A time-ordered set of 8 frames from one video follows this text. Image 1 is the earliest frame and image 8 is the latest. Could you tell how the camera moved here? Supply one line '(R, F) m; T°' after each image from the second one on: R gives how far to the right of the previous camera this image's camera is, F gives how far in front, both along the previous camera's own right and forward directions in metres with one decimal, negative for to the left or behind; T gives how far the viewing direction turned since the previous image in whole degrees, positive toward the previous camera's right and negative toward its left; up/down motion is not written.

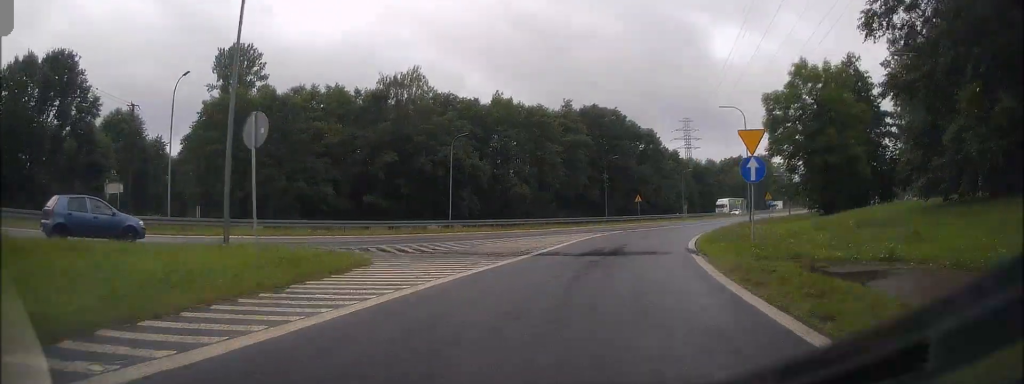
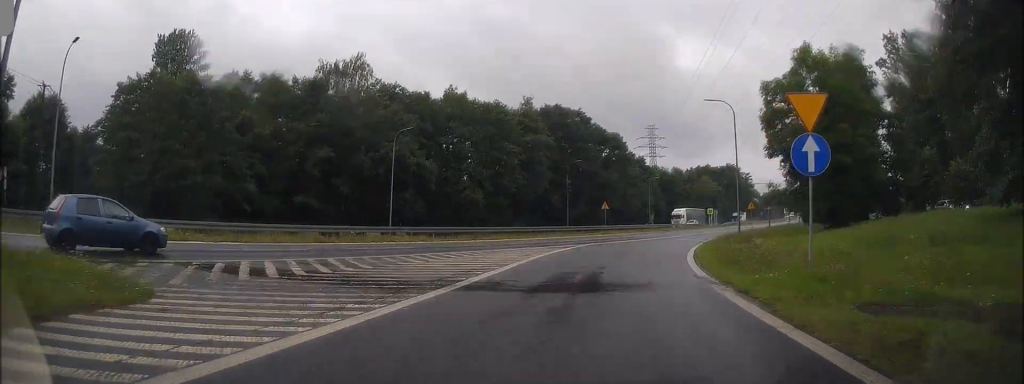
(+0.4, +7.7) m; +3°
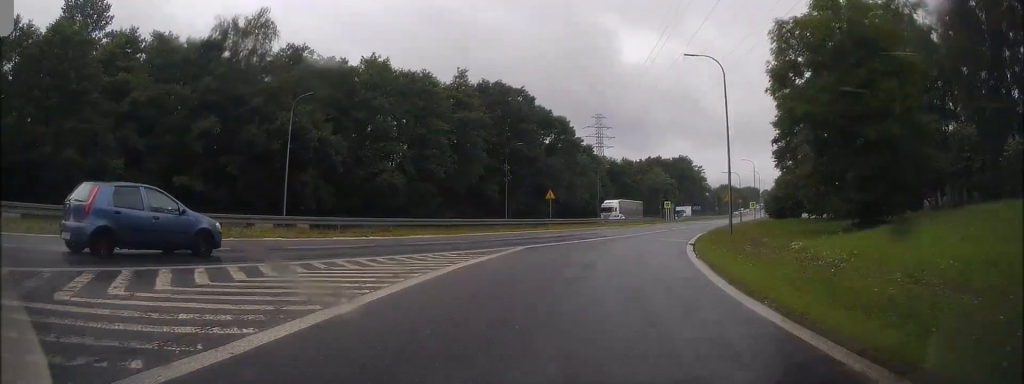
(+0.4, +11.1) m; +6°
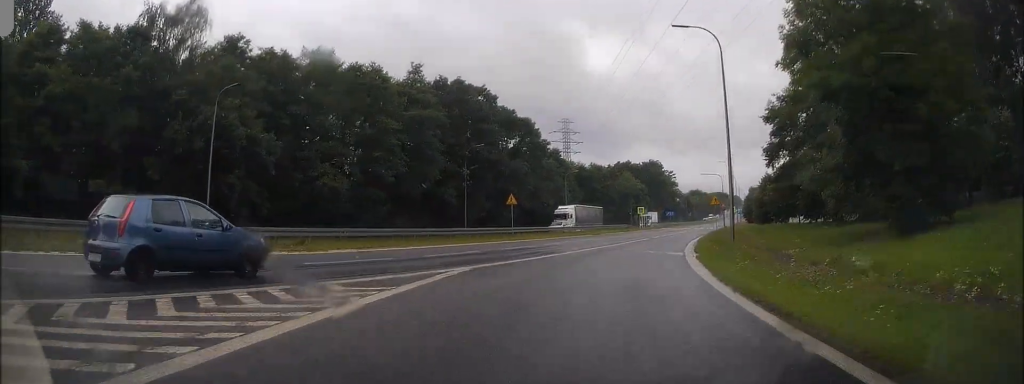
(+0.1, +6.4) m; +4°
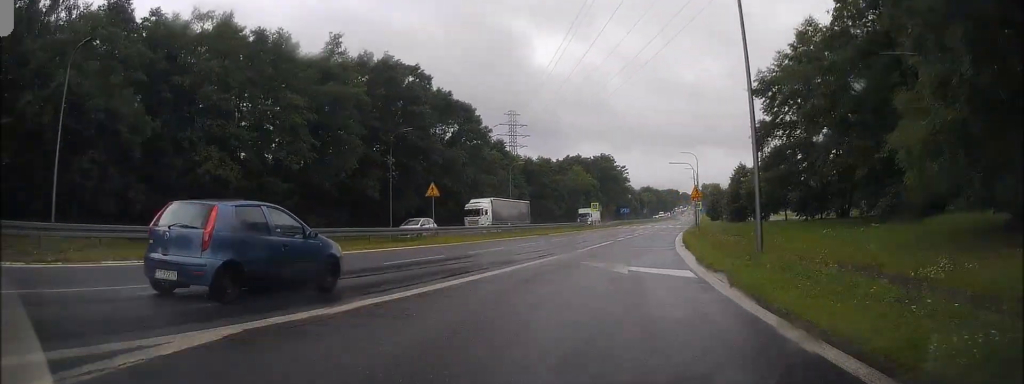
(+0.6, +10.1) m; +6°
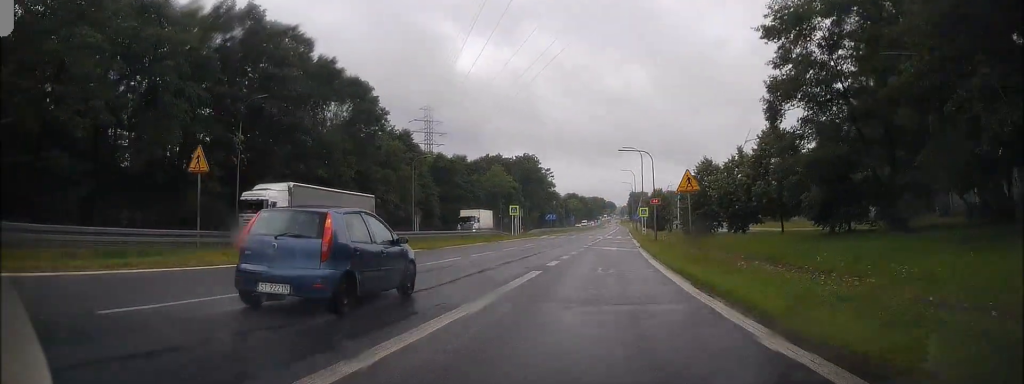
(+1.3, +15.8) m; +7°
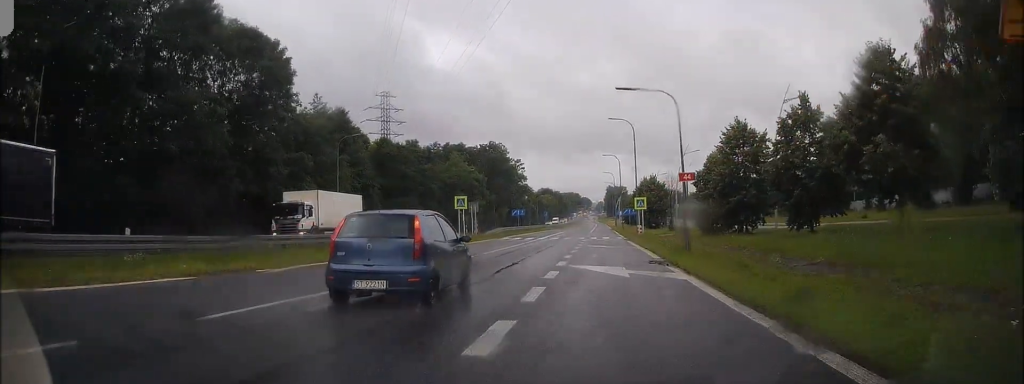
(+0.5, +17.1) m; +4°
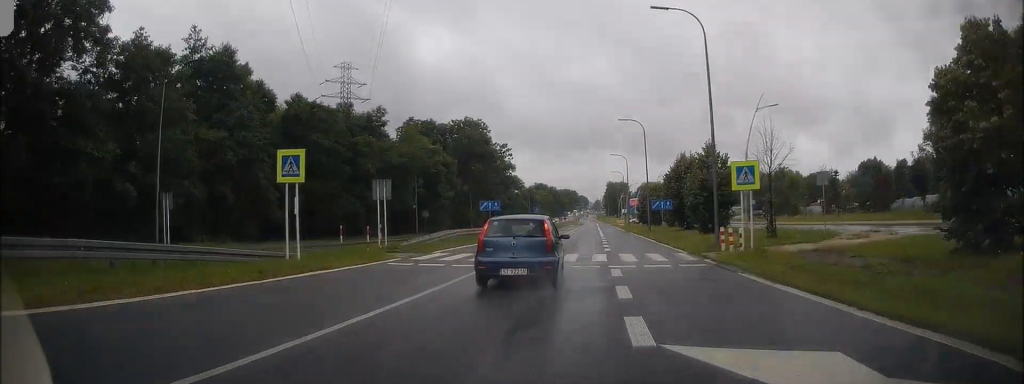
(+1.0, +27.9) m; +2°
